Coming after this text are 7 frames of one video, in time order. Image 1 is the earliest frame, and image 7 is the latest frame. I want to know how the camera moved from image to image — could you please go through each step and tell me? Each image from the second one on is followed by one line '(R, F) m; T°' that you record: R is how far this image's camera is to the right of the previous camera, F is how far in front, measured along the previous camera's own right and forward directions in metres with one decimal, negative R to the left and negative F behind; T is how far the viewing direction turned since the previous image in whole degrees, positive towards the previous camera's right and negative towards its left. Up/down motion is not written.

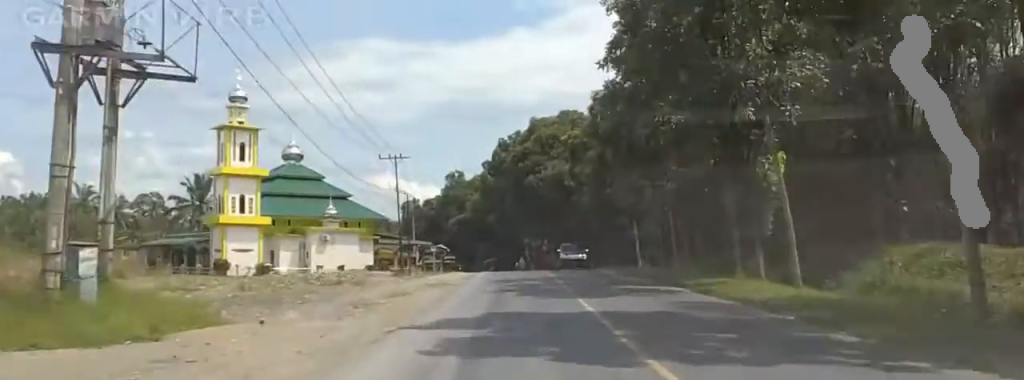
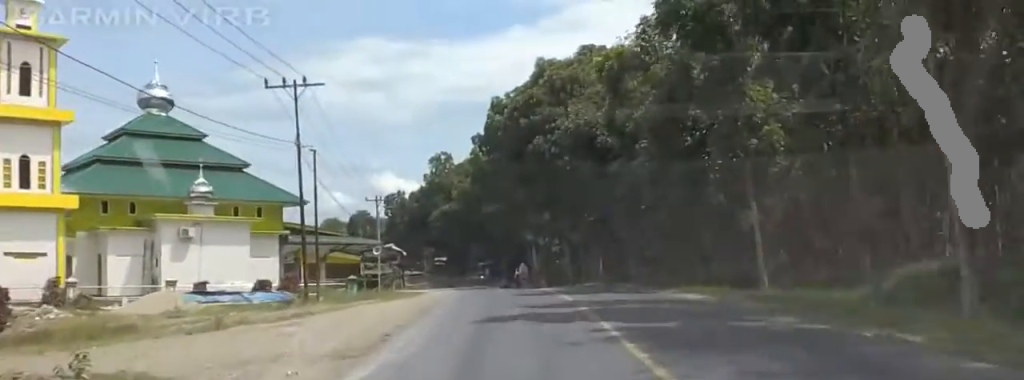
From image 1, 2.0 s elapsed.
(-0.8, +30.5) m; -3°
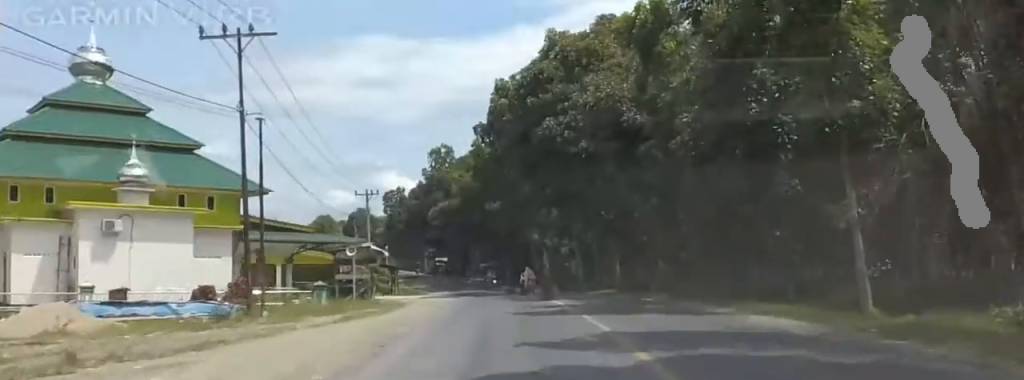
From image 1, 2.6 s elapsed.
(-0.2, +8.5) m; -1°
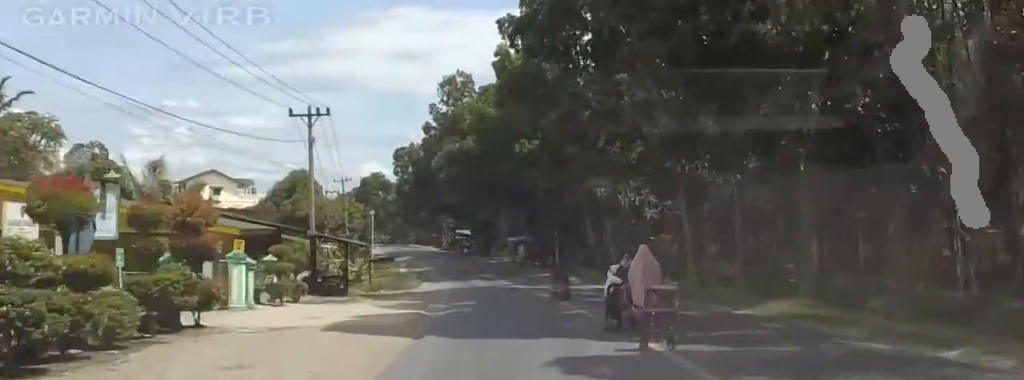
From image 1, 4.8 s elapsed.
(-0.1, +33.9) m; 0°
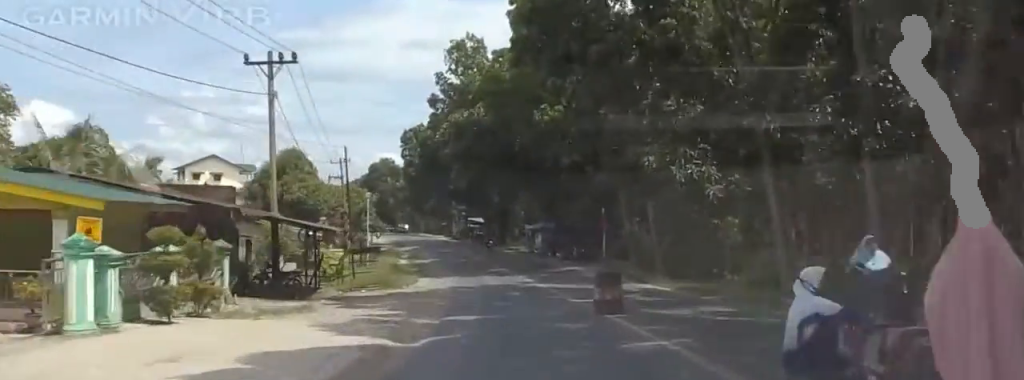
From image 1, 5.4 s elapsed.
(0.0, +10.6) m; 0°
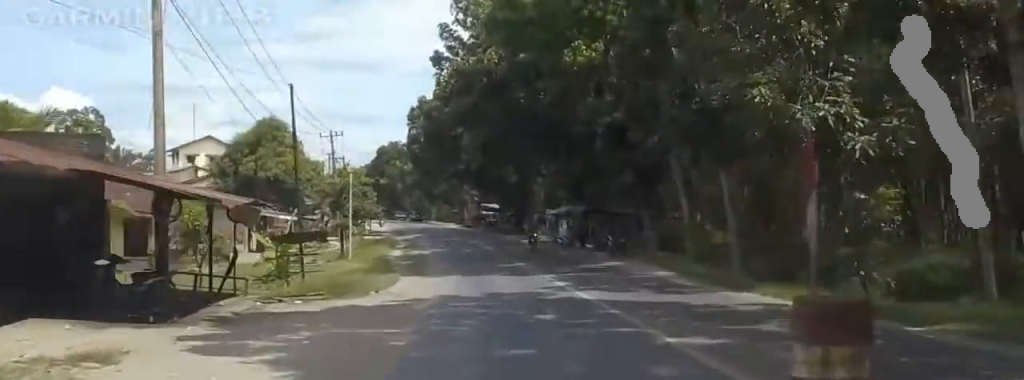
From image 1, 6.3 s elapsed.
(0.0, +13.1) m; -2°
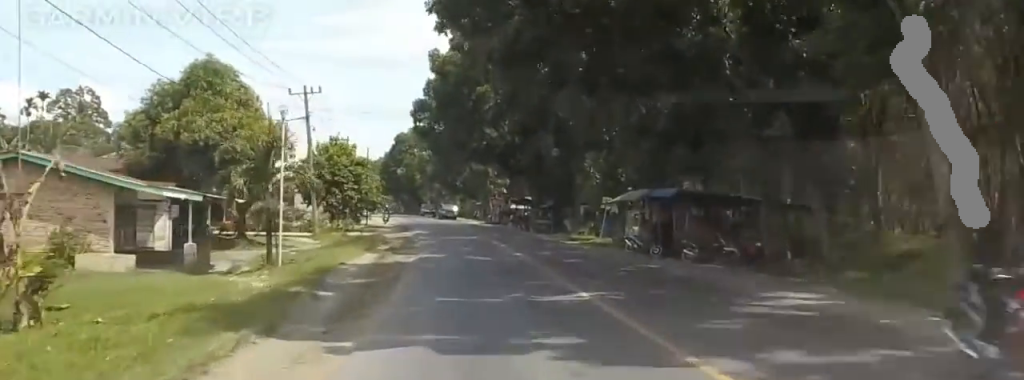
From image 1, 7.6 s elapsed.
(-0.6, +21.1) m; -2°
